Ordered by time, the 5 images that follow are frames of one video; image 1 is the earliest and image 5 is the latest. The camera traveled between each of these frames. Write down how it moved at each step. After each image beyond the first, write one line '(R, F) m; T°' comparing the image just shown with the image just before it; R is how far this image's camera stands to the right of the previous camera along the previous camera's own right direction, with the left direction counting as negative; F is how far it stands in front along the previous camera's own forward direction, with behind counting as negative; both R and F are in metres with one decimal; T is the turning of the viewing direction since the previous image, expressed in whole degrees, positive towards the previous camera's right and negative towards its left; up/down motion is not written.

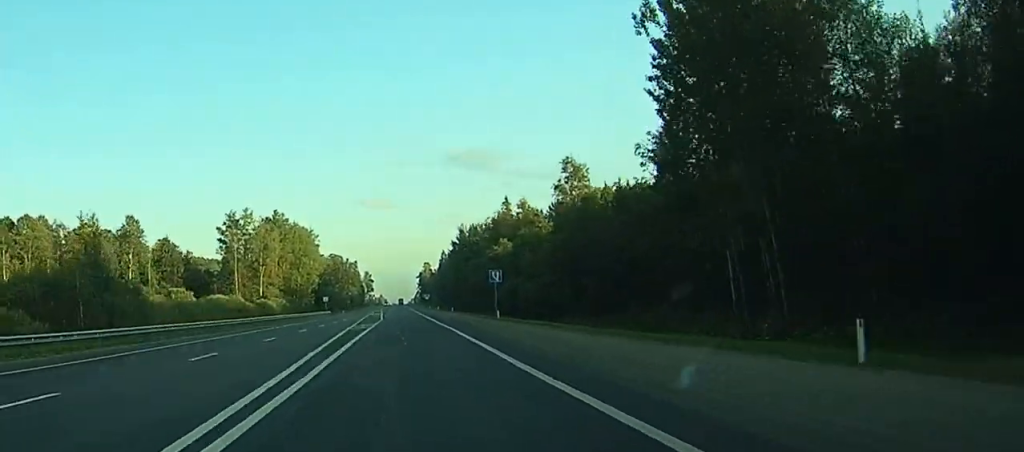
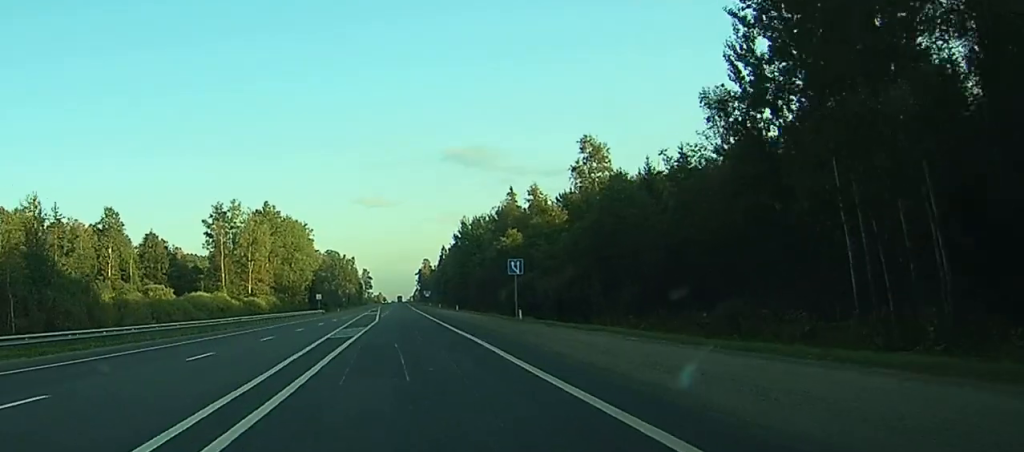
(0.0, +12.9) m; 0°
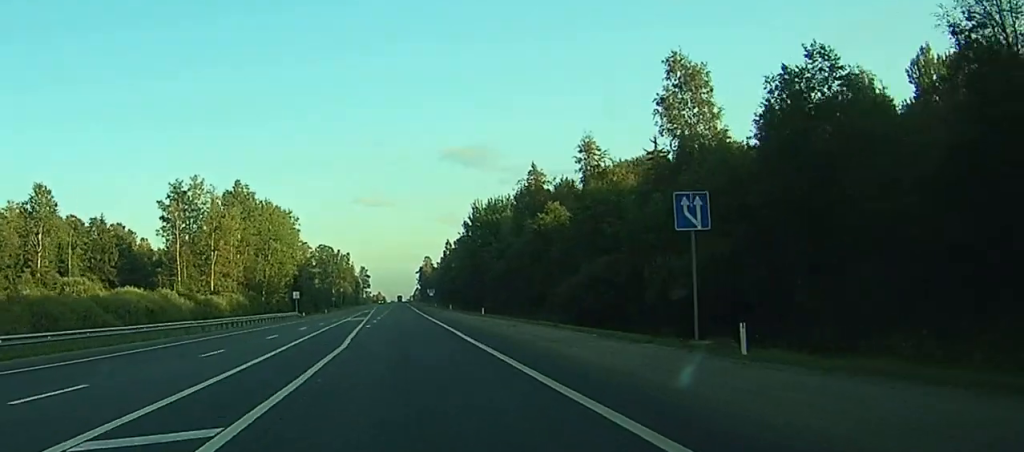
(+0.1, +34.7) m; 0°
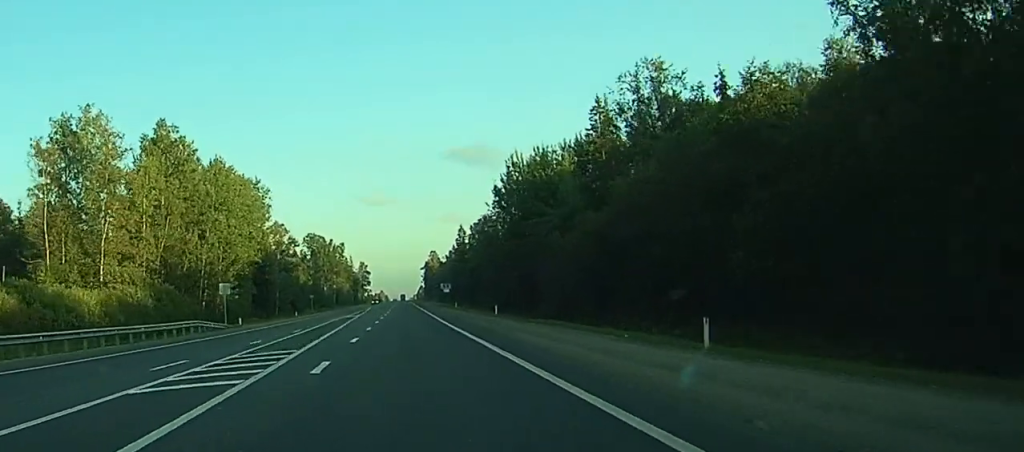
(0.0, +53.4) m; 0°
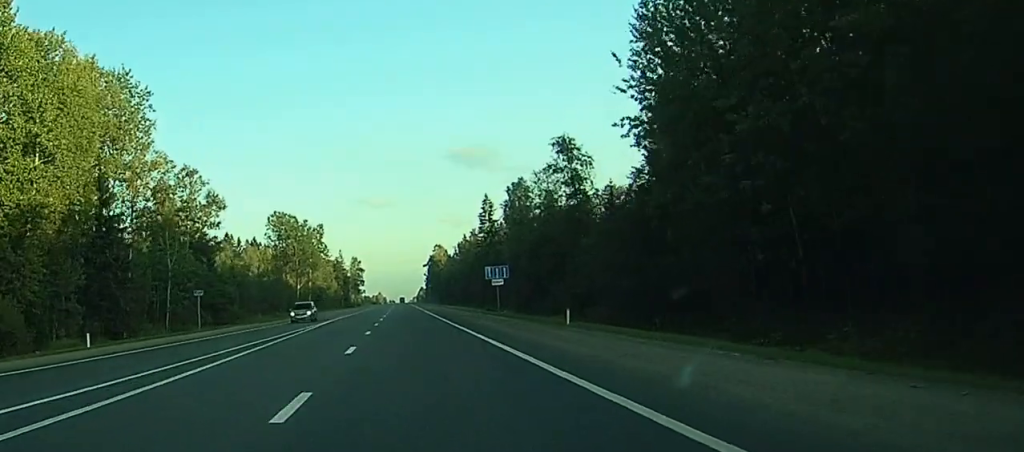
(0.0, +78.0) m; 0°
